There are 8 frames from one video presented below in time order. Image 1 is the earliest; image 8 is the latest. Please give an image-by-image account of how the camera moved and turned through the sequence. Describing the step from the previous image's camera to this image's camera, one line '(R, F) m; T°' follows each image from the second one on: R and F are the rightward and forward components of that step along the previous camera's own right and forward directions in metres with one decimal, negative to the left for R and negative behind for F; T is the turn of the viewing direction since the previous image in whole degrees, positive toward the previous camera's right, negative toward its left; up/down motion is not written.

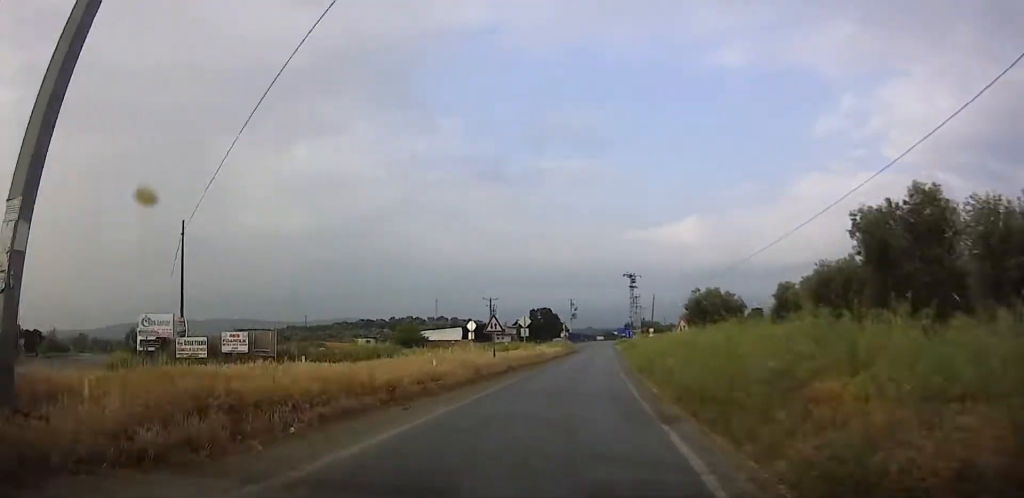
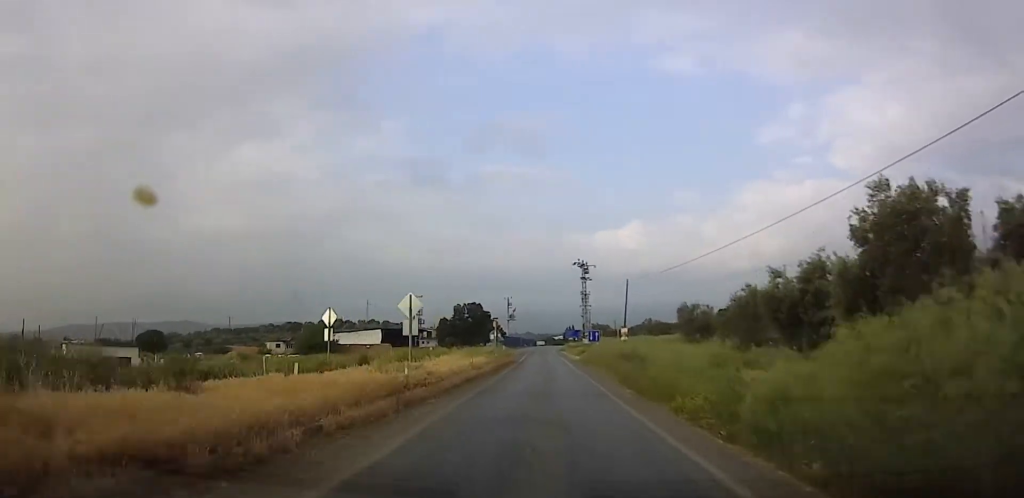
(+3.3, +19.3) m; +12°
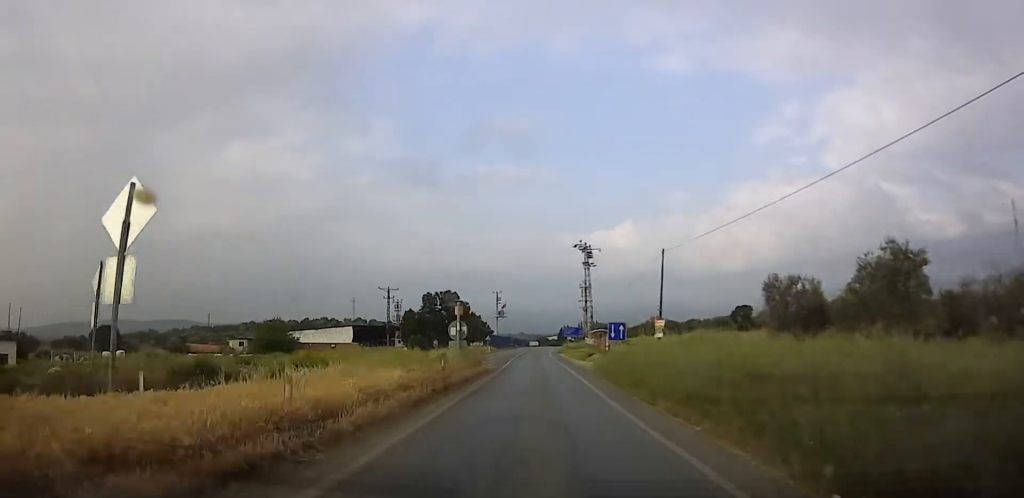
(+0.1, +14.7) m; 0°
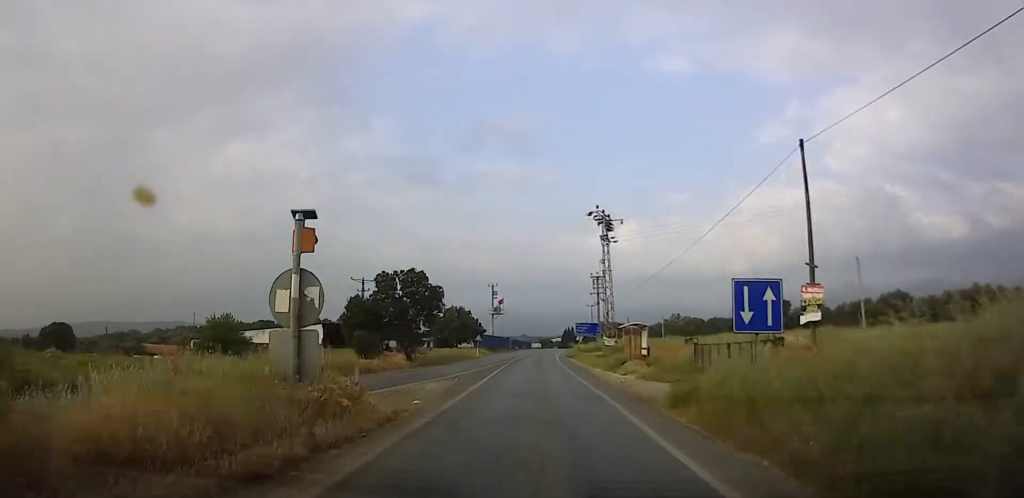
(0.0, +16.5) m; +3°
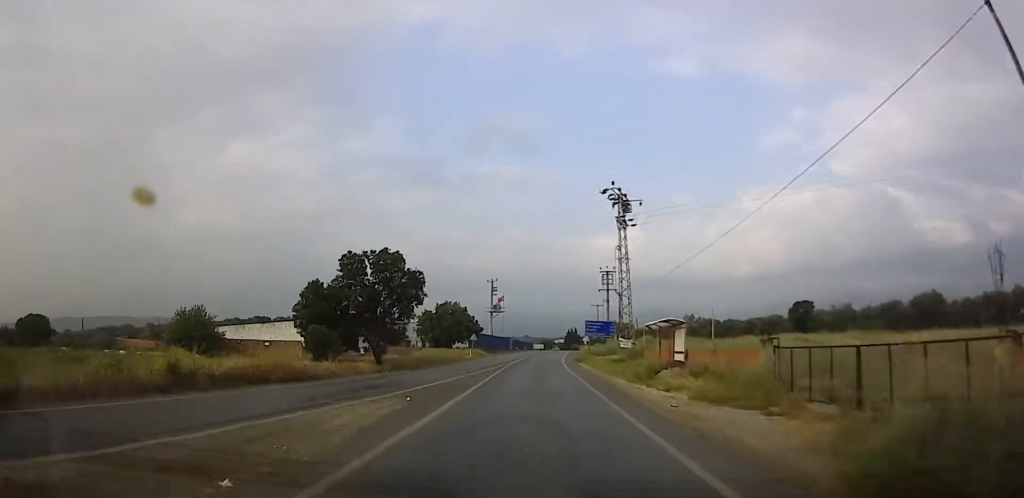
(+0.3, +7.8) m; -1°
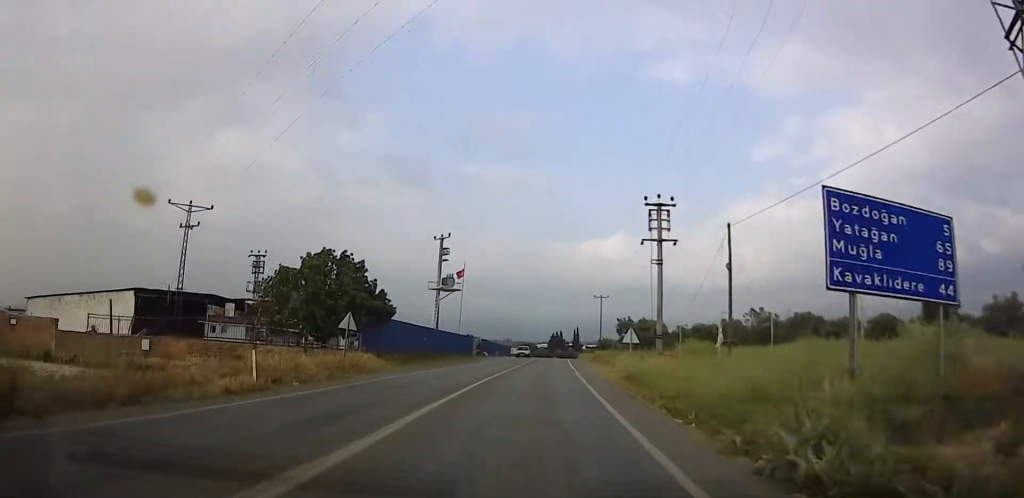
(-2.0, +38.3) m; -3°
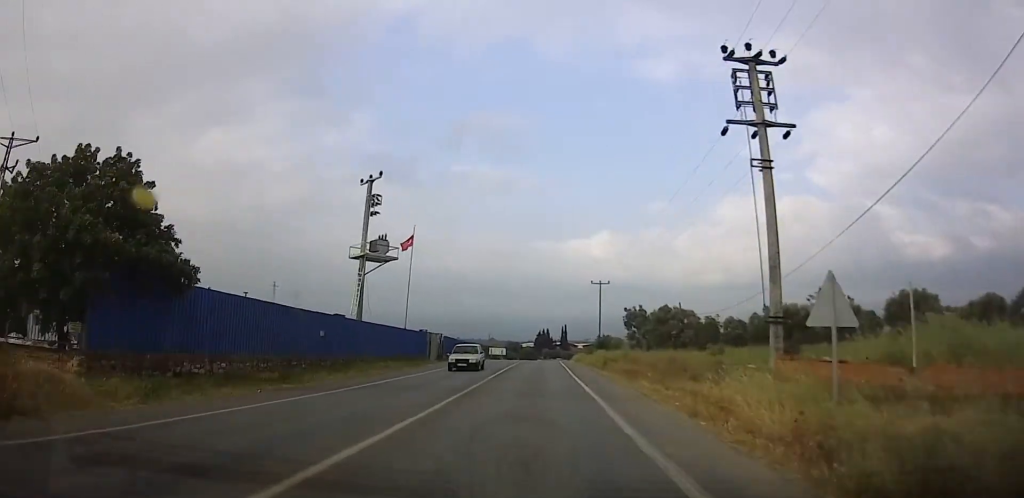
(+0.9, +20.1) m; +3°
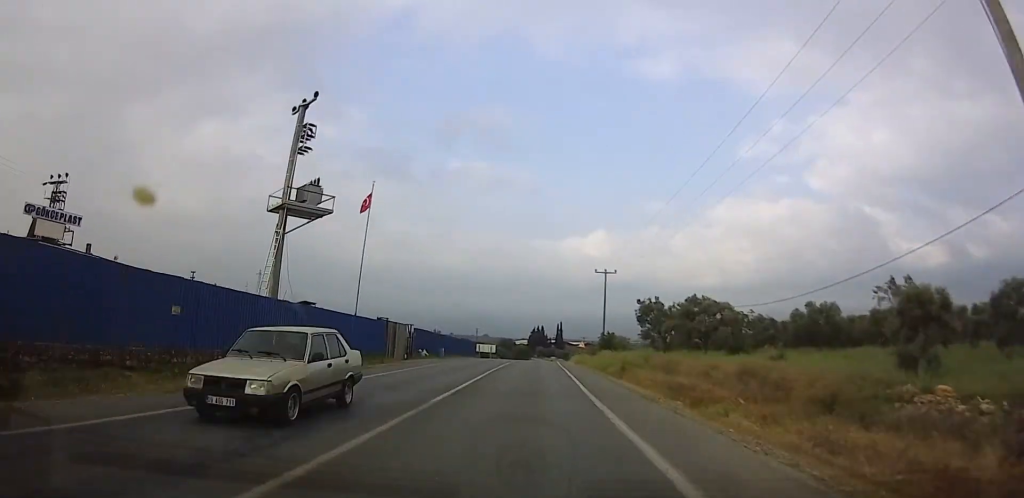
(+0.2, +11.3) m; +1°
